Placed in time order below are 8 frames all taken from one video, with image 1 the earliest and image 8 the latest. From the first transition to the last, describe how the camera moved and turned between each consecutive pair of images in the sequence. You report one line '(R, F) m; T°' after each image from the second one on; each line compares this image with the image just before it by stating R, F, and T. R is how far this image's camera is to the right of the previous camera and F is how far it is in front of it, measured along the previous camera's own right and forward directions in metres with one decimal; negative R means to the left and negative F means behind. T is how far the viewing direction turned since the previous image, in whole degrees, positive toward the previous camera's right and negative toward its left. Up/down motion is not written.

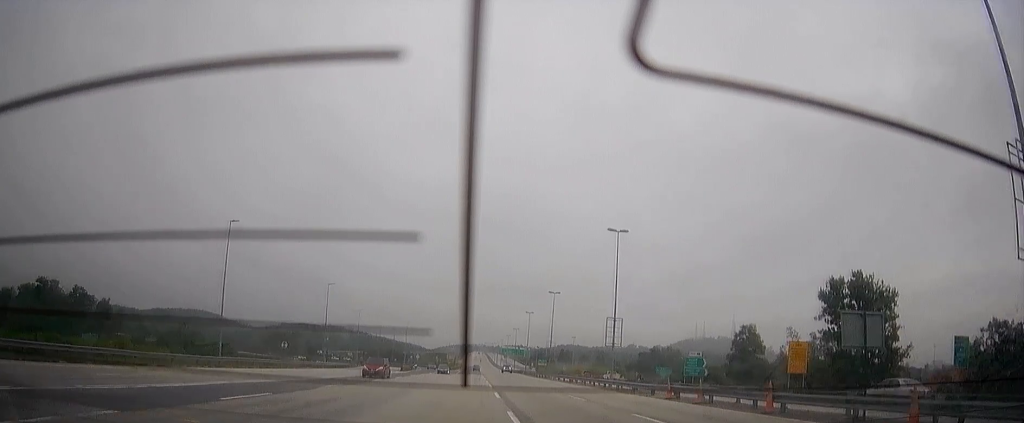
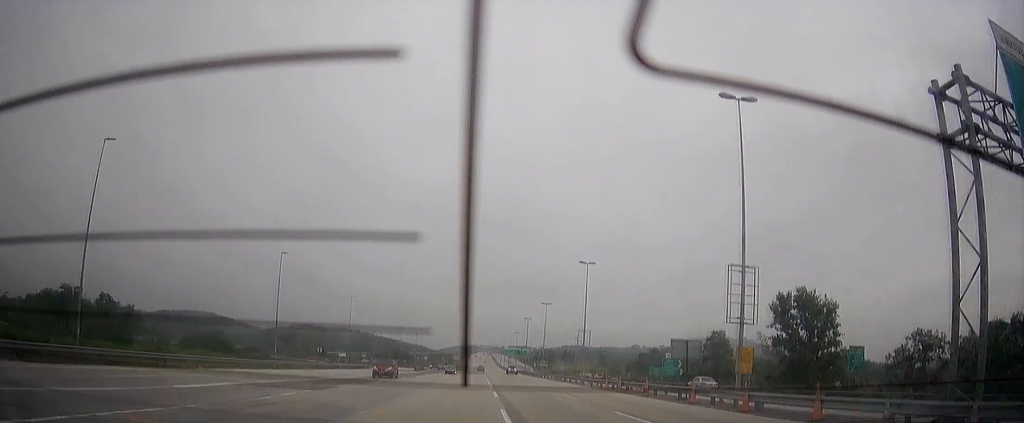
(0.0, +12.9) m; 0°
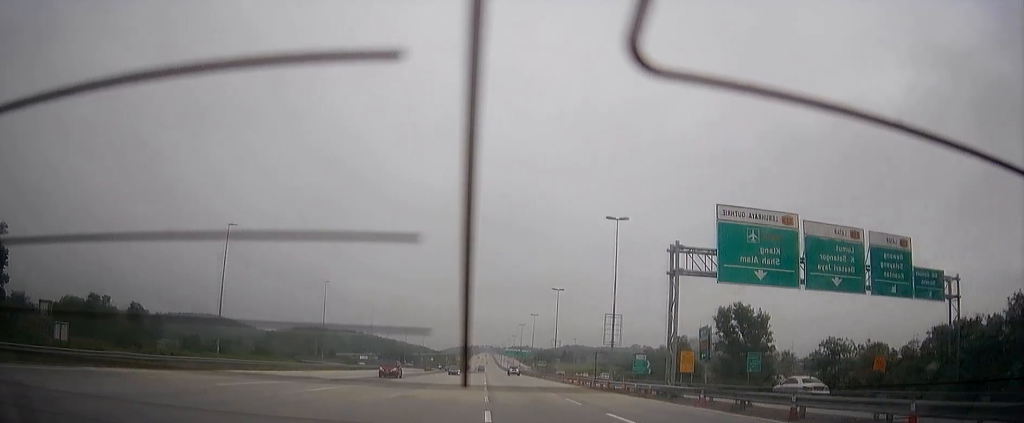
(+0.1, +21.1) m; 0°
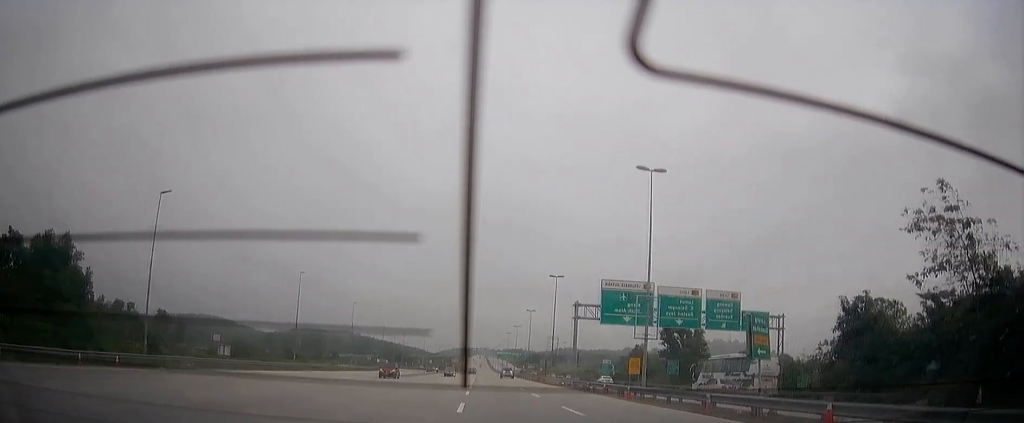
(0.0, +25.5) m; 0°
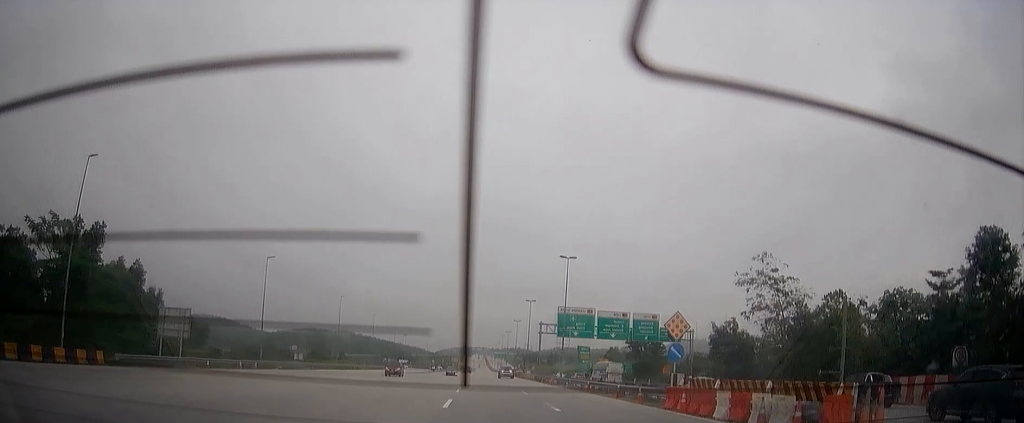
(-0.1, +25.6) m; 0°
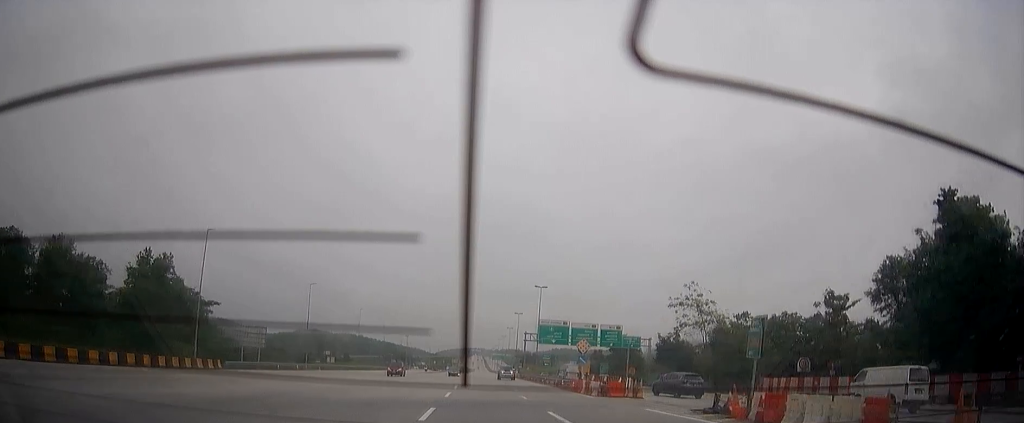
(0.0, +19.7) m; 0°
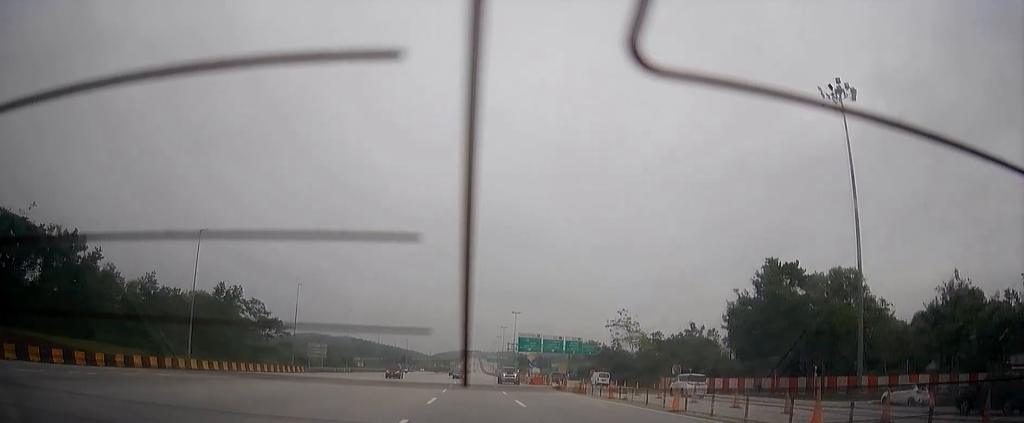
(-0.1, +31.3) m; -1°
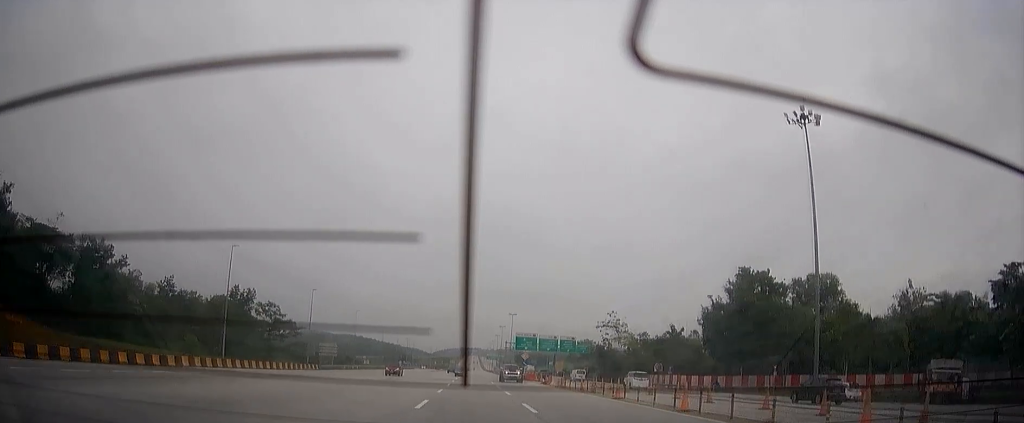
(0.0, +8.1) m; 0°
